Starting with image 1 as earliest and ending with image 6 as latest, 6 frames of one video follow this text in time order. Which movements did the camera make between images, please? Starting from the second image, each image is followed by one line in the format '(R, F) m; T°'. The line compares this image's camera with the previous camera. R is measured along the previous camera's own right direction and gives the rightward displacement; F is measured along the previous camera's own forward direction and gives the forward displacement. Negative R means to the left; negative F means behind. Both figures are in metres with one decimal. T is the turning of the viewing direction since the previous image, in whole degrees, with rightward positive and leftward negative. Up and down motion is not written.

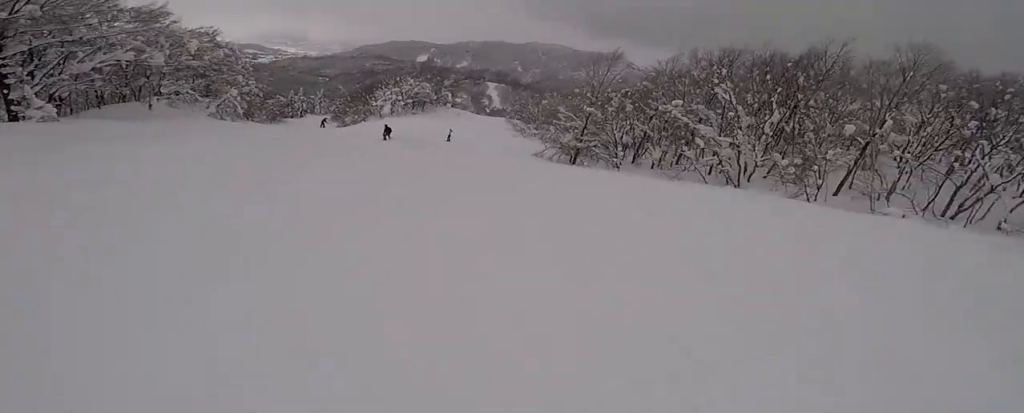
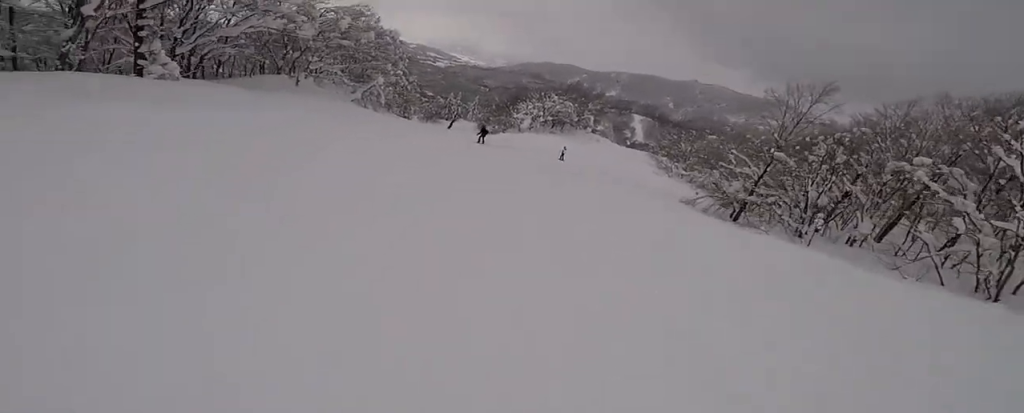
(-1.8, +6.0) m; -17°
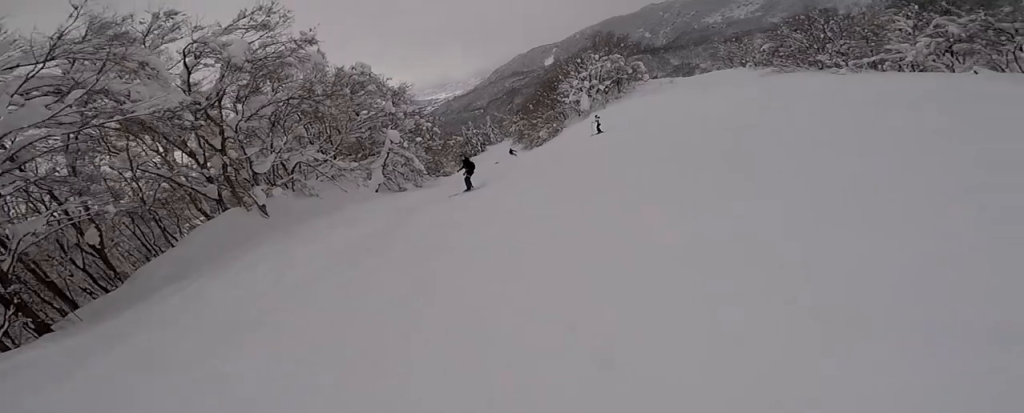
(-3.9, +19.1) m; +1°
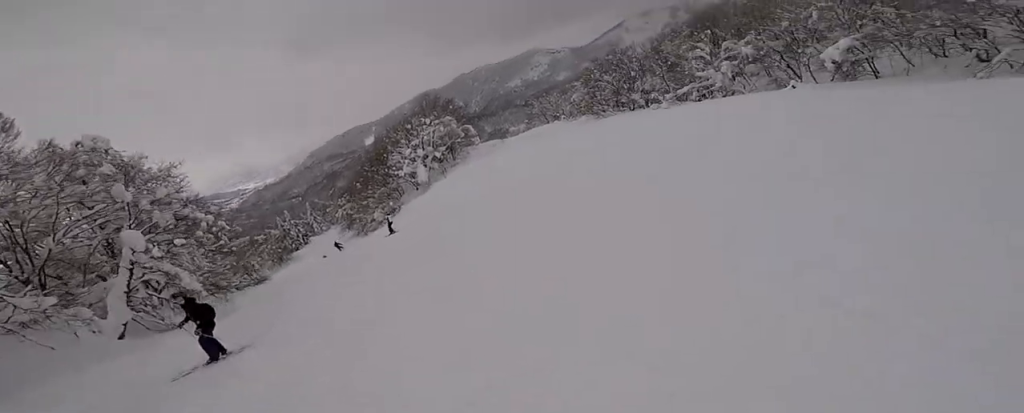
(+1.0, +6.8) m; +18°
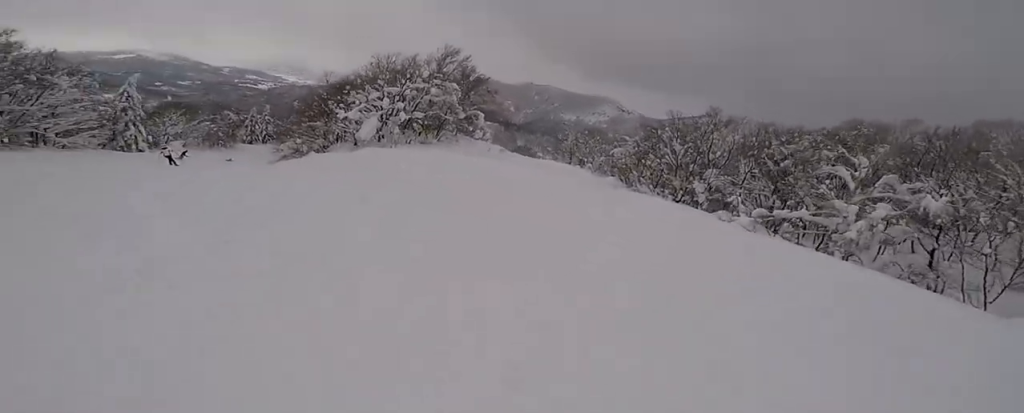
(+4.0, +14.4) m; +2°
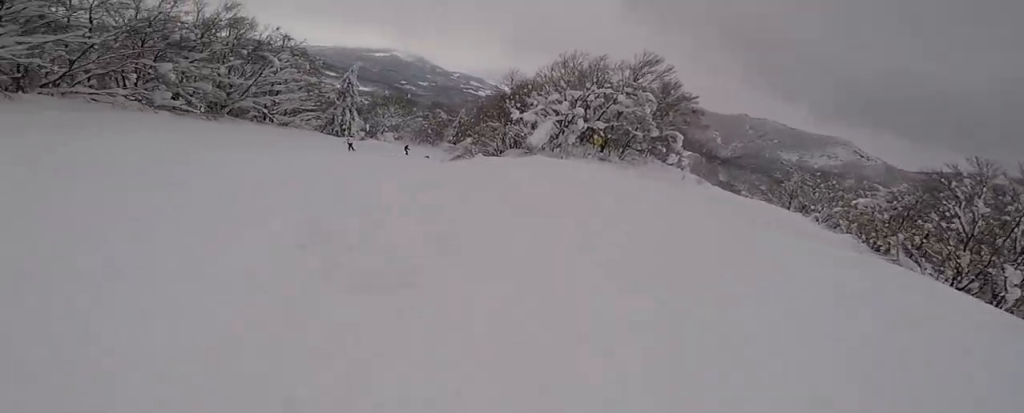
(-1.1, +5.6) m; -29°
